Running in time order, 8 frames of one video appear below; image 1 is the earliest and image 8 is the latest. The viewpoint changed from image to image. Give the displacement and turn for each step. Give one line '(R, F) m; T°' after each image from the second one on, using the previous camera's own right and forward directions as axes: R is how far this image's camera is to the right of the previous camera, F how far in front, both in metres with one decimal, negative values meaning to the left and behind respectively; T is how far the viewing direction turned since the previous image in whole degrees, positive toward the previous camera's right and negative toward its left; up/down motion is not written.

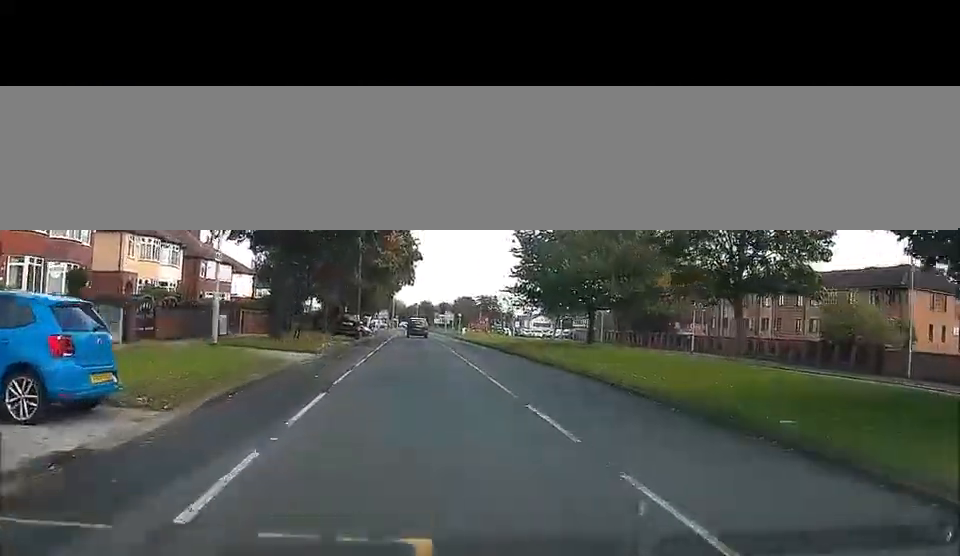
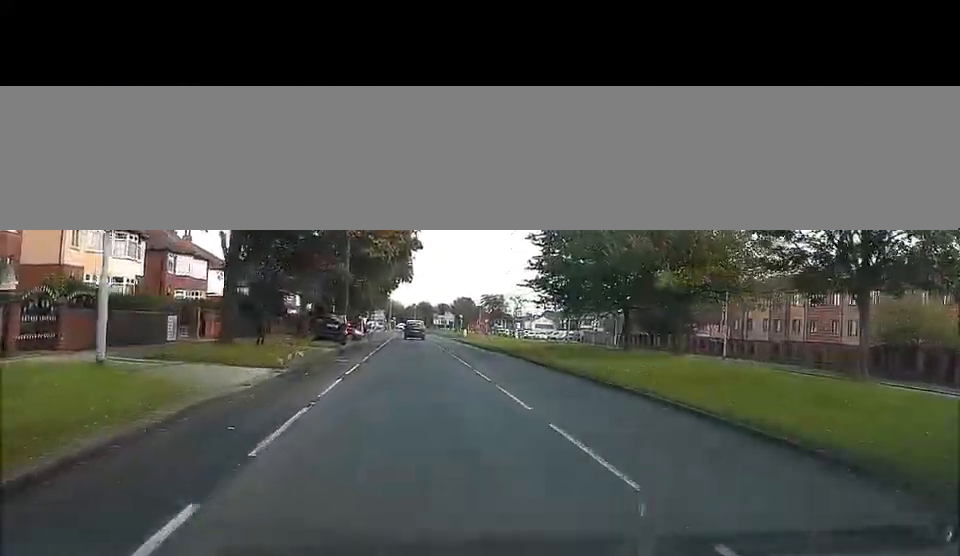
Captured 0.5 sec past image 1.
(0.0, +8.2) m; 0°
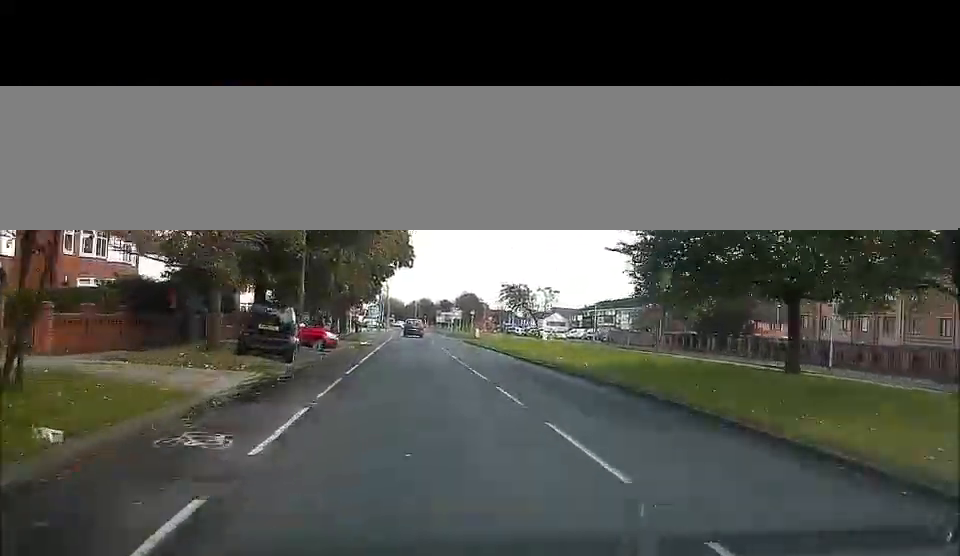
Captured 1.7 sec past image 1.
(0.0, +17.7) m; 0°
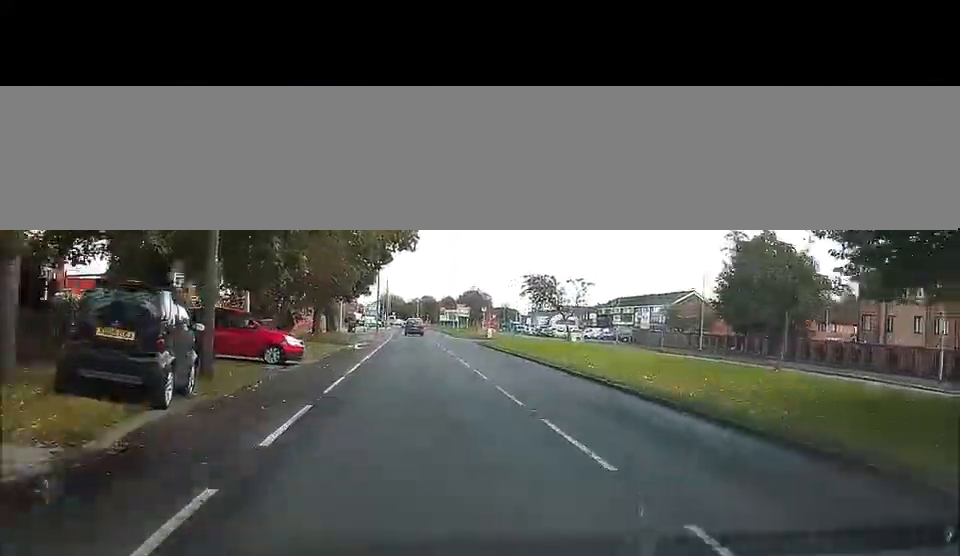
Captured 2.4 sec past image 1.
(0.0, +11.6) m; 0°
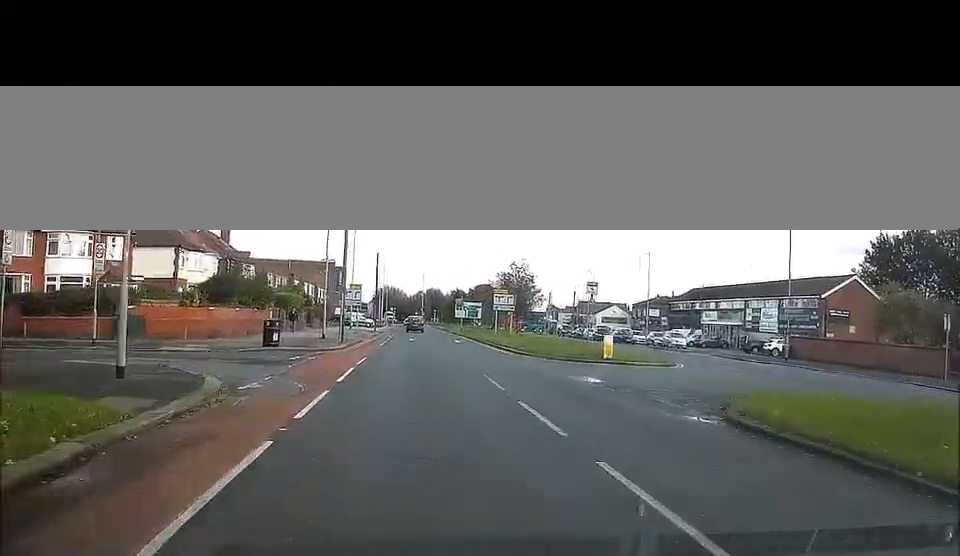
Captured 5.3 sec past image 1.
(0.0, +45.6) m; 0°
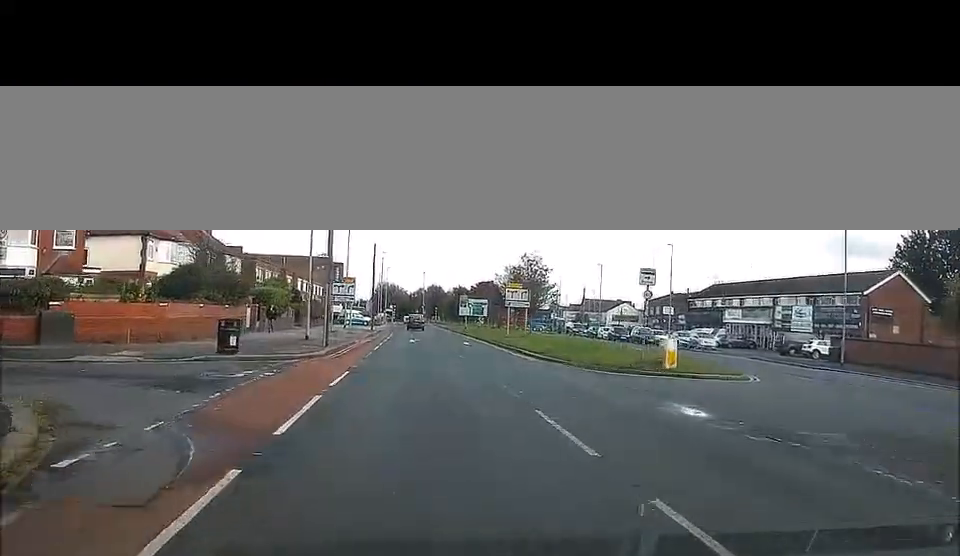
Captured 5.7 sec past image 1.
(0.0, +7.4) m; 0°
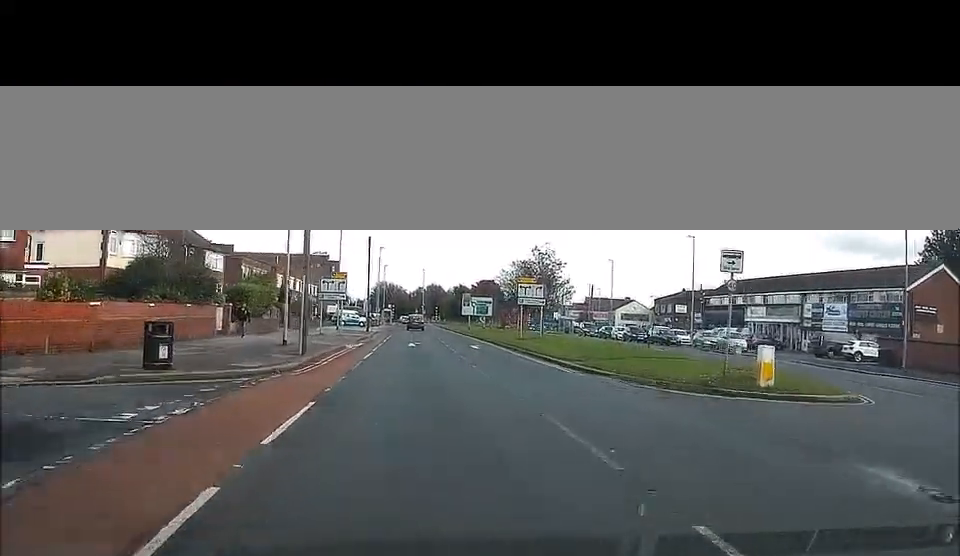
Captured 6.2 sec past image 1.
(0.0, +6.8) m; 0°
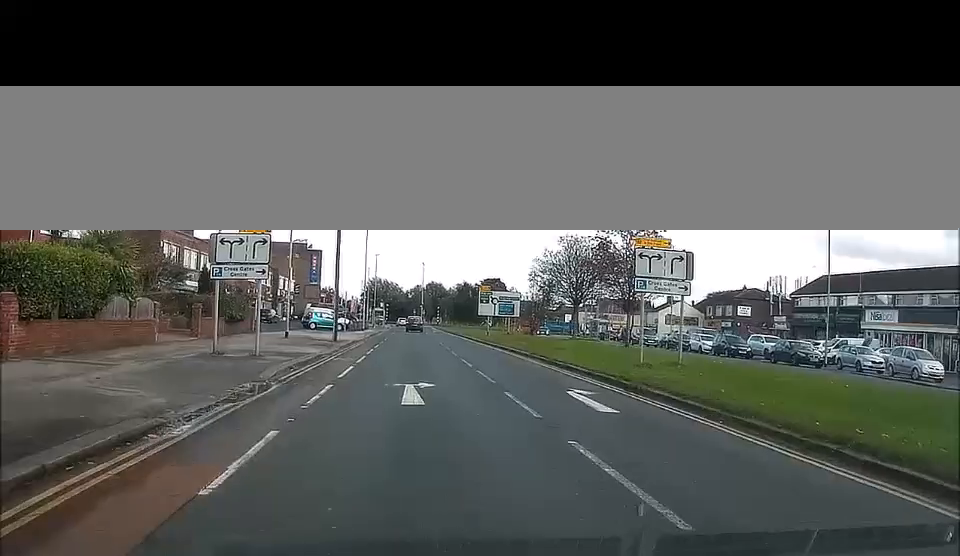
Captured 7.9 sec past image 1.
(0.0, +26.4) m; 0°
